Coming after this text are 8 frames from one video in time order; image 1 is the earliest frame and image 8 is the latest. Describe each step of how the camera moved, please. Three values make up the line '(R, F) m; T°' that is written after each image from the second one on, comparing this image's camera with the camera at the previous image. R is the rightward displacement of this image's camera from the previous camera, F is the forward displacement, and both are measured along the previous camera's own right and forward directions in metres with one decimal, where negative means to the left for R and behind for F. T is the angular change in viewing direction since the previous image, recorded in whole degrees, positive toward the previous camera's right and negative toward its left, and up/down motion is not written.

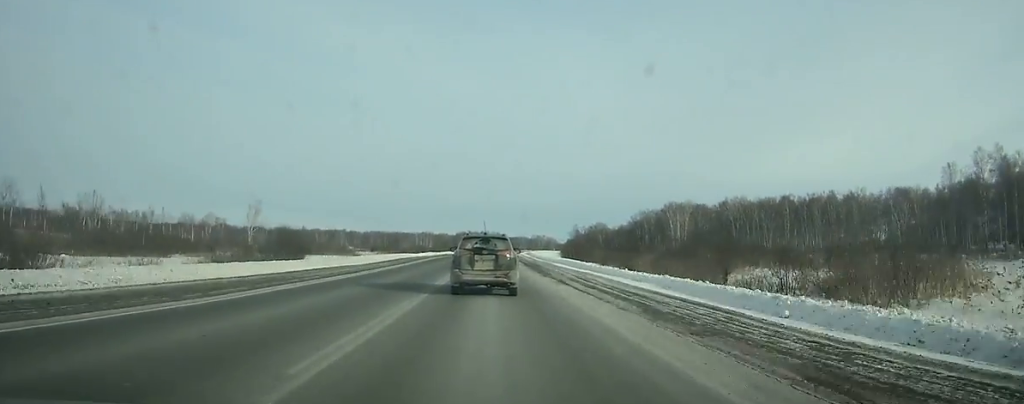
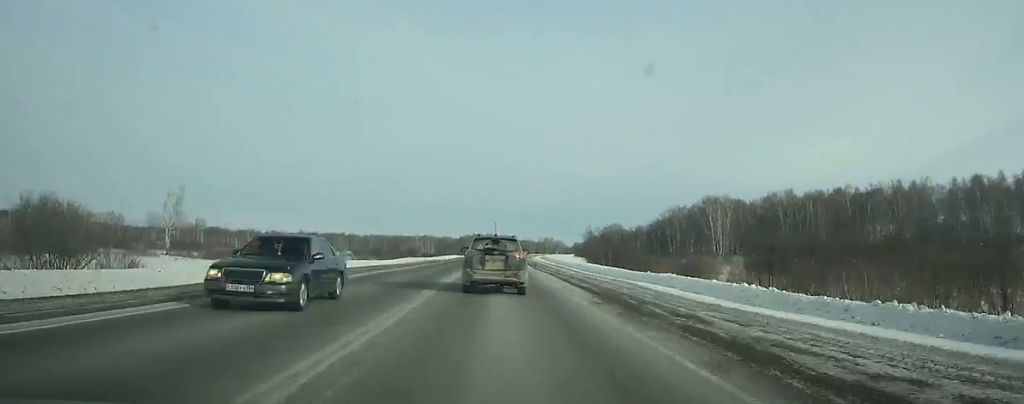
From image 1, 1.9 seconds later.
(-0.2, +37.8) m; 0°
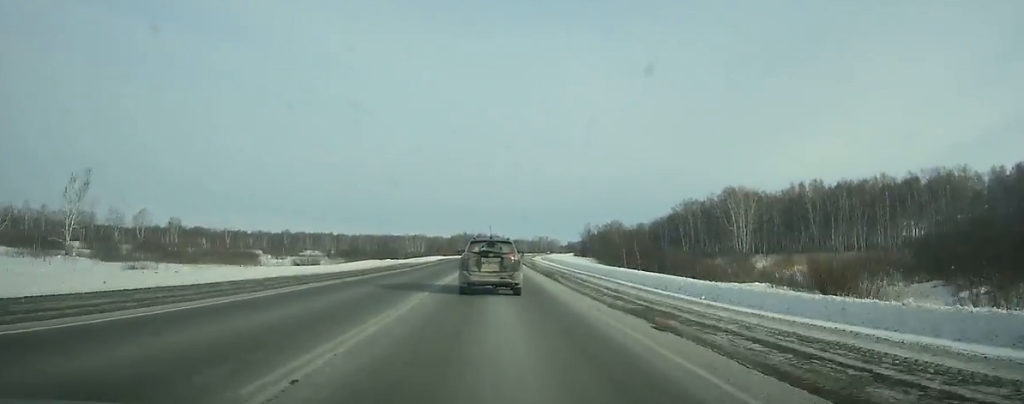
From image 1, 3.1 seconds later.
(+0.1, +24.0) m; 0°
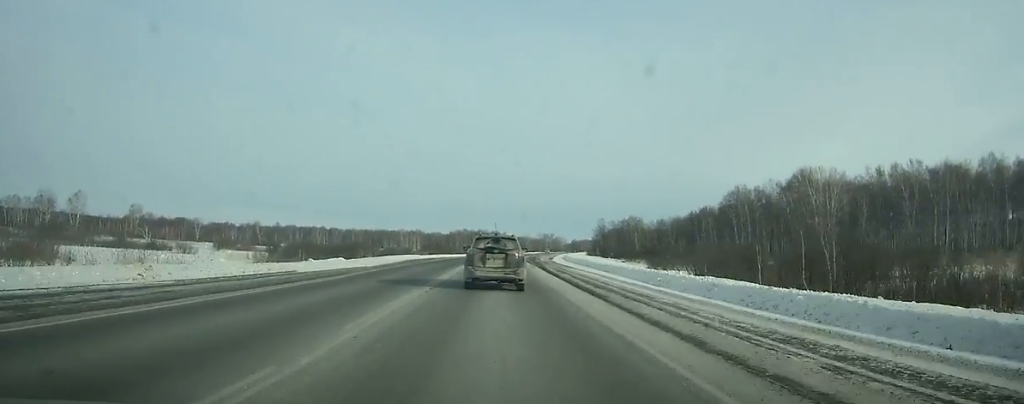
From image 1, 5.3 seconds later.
(+0.2, +43.9) m; +1°
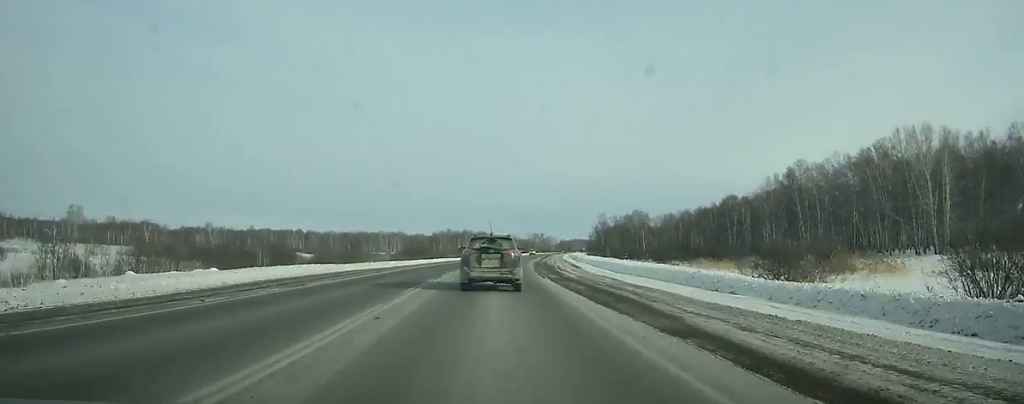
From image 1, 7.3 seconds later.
(+0.1, +40.2) m; +2°
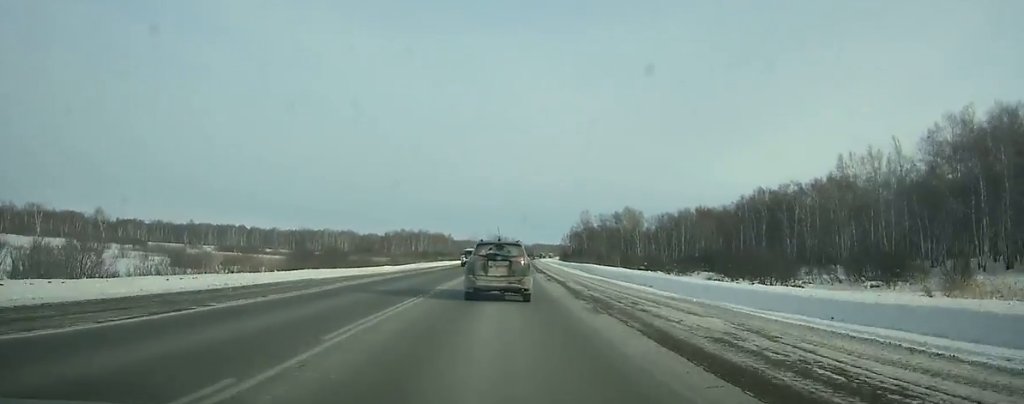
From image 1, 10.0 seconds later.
(+1.4, +54.4) m; +3°
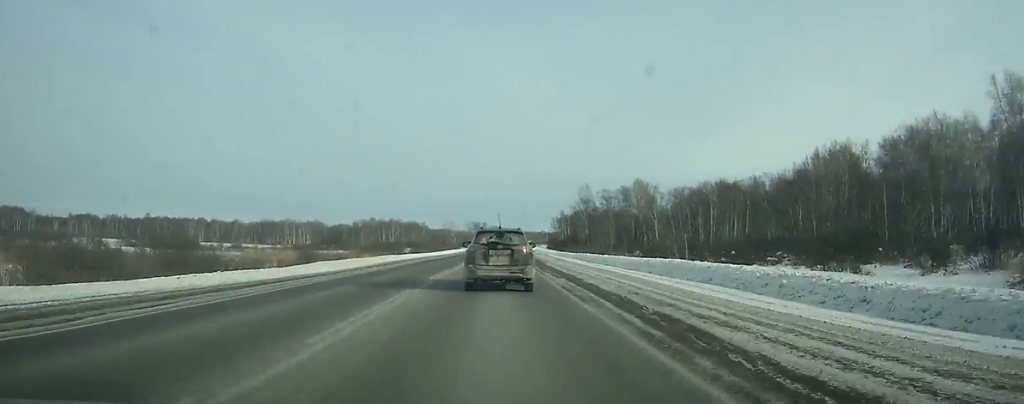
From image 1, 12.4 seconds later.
(+1.0, +48.4) m; +2°
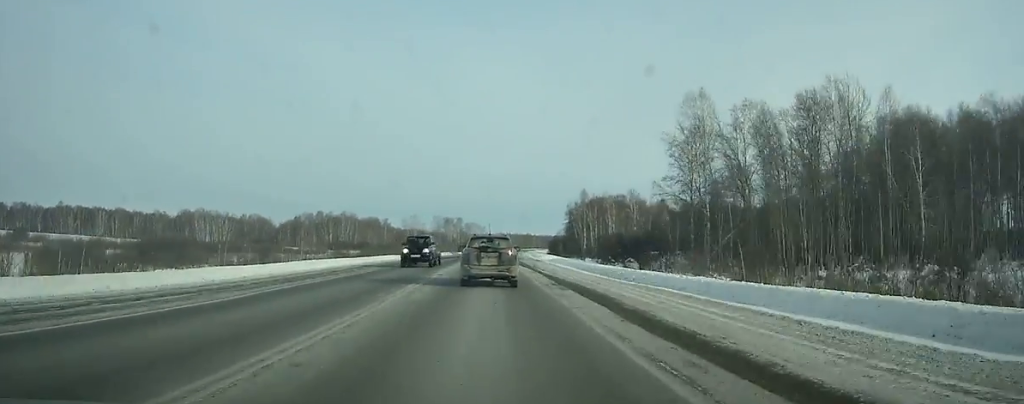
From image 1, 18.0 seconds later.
(+2.1, +113.4) m; +2°
